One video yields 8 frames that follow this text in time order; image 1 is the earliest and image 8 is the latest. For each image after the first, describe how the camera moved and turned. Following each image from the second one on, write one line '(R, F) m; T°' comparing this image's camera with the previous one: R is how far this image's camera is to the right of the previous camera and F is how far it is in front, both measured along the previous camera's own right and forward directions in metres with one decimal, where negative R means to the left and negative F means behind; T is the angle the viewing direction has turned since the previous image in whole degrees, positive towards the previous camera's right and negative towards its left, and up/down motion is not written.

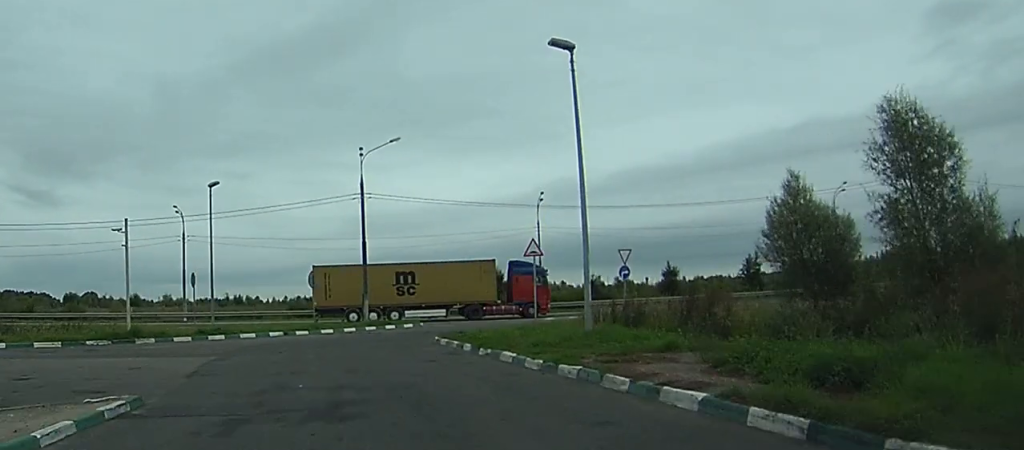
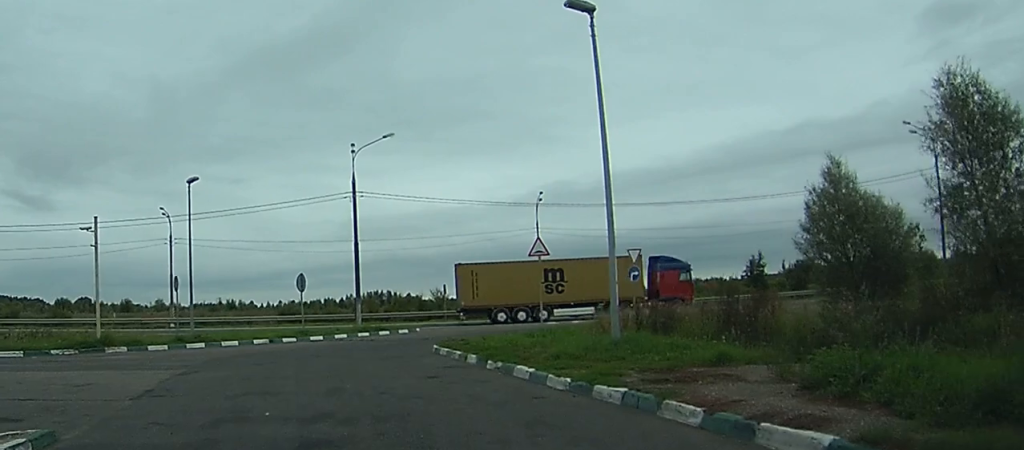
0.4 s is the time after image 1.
(+0.1, +2.2) m; -4°
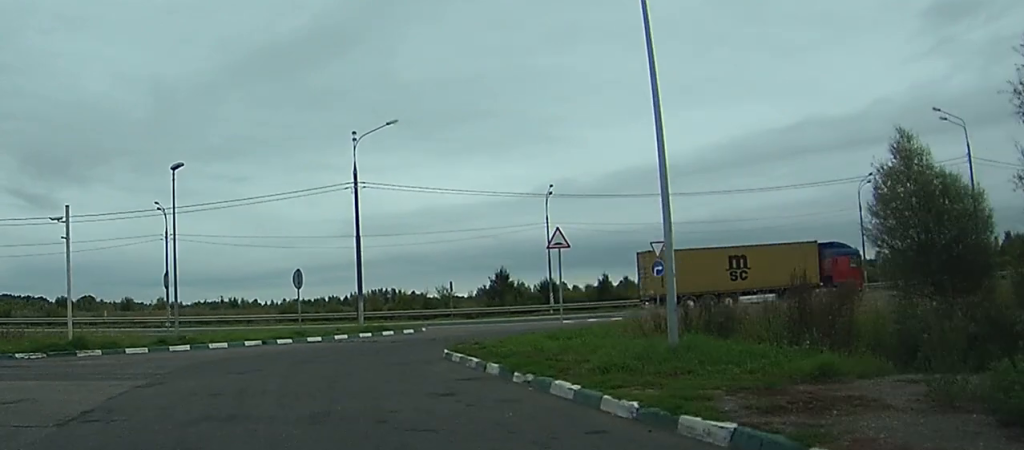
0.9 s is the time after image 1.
(0.0, +2.8) m; -3°
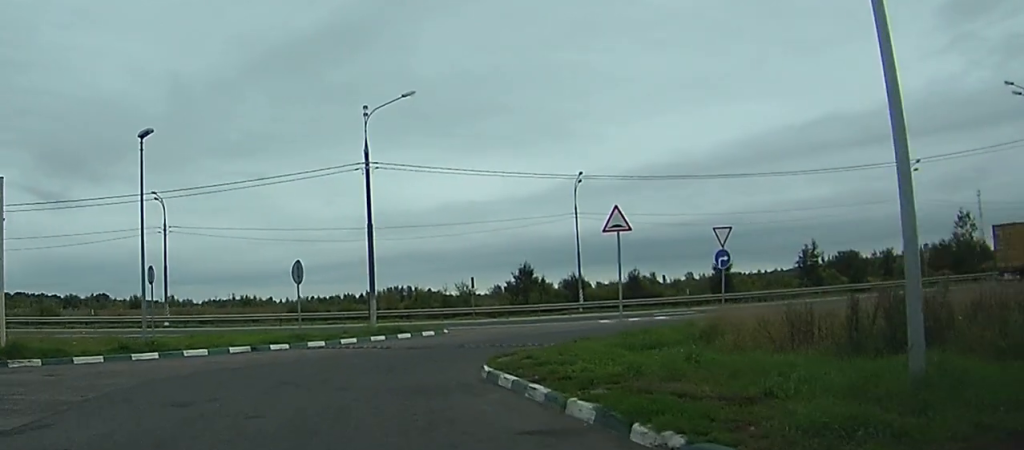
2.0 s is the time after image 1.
(-0.7, +6.8) m; -5°
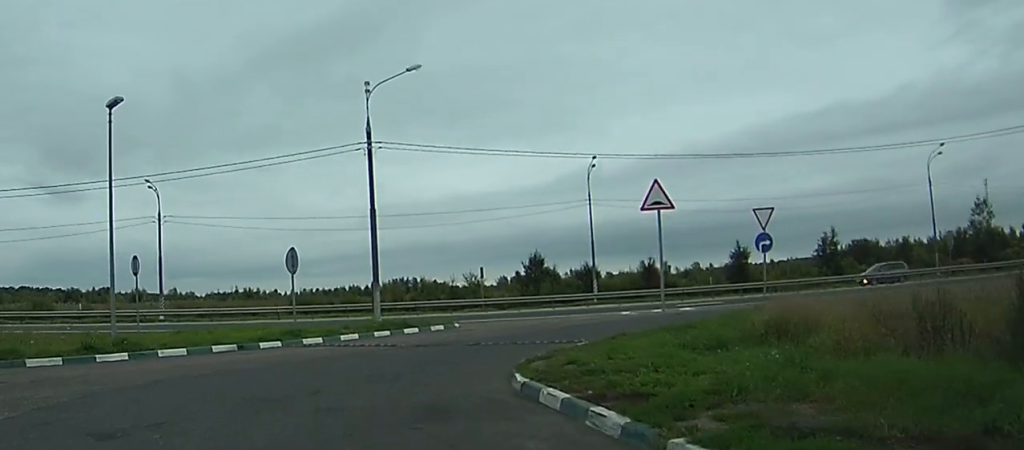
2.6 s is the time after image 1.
(+0.3, +4.6) m; -3°
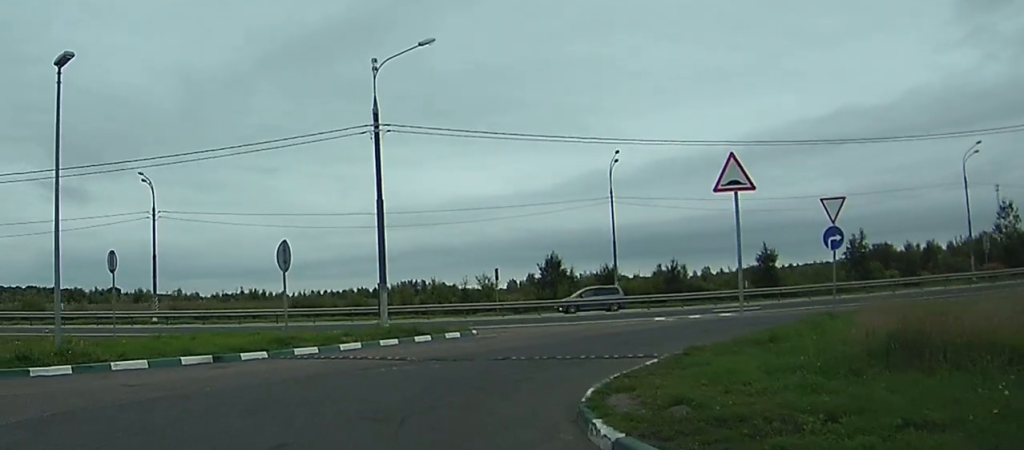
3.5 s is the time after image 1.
(-0.6, +6.7) m; +2°
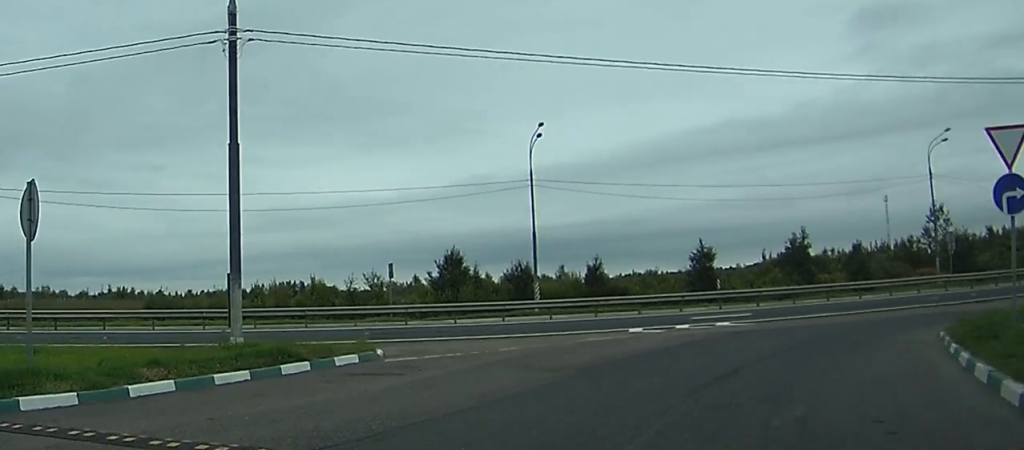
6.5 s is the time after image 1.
(-0.7, +19.8) m; -5°
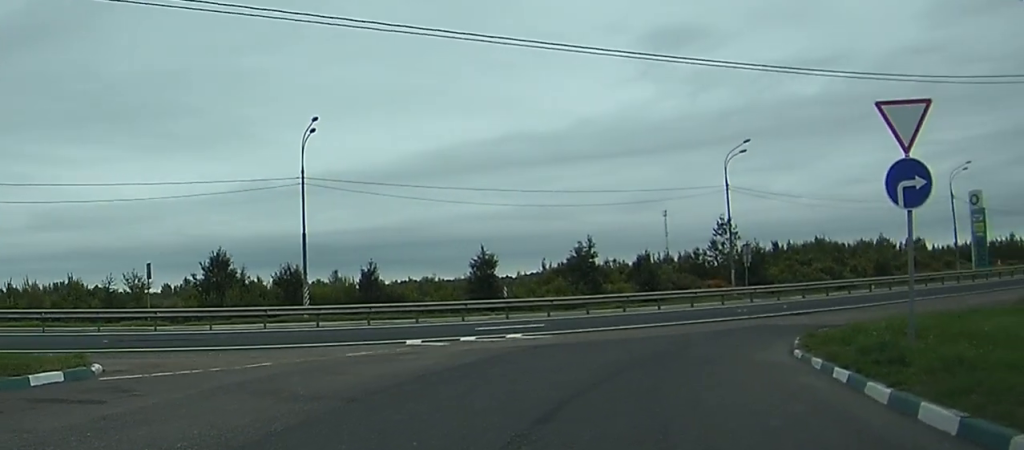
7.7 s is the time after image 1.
(+1.0, +6.5) m; +13°
